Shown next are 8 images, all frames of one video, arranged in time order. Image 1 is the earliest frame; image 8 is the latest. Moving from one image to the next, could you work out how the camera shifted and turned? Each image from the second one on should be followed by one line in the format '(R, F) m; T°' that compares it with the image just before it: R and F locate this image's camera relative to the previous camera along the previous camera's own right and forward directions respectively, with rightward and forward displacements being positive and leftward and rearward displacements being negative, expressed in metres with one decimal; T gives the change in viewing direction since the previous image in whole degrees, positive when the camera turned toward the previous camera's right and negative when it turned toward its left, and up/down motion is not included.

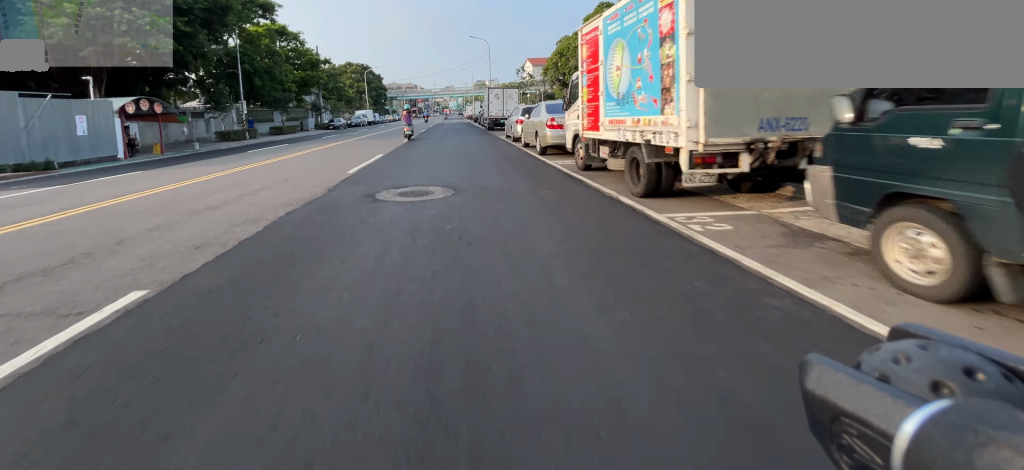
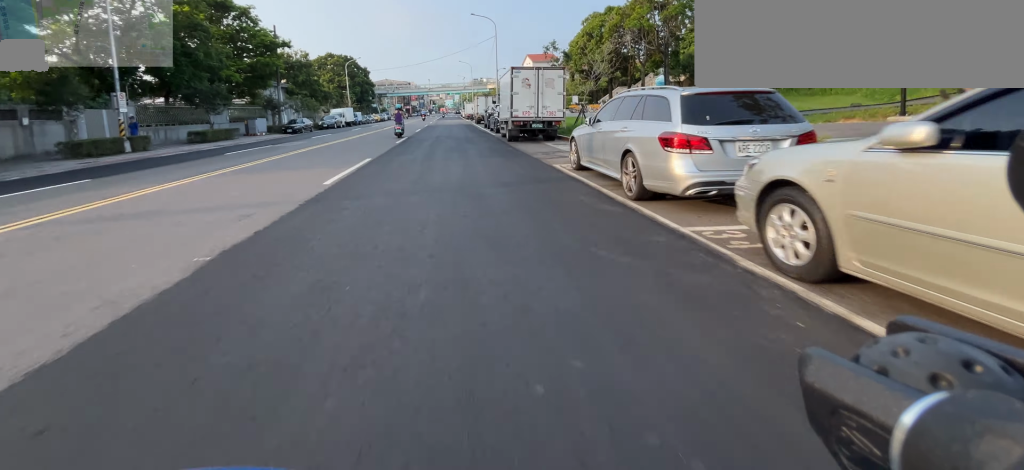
(-0.1, +10.8) m; 0°
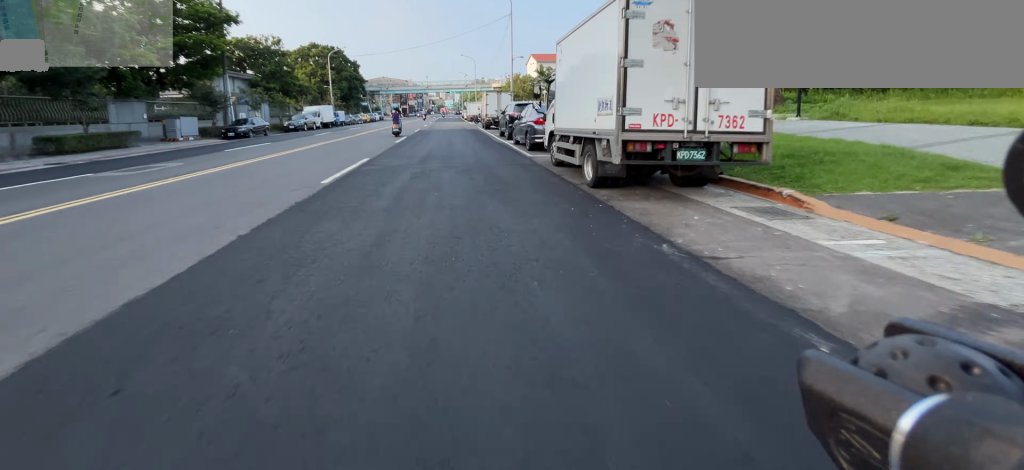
(0.0, +9.3) m; 0°
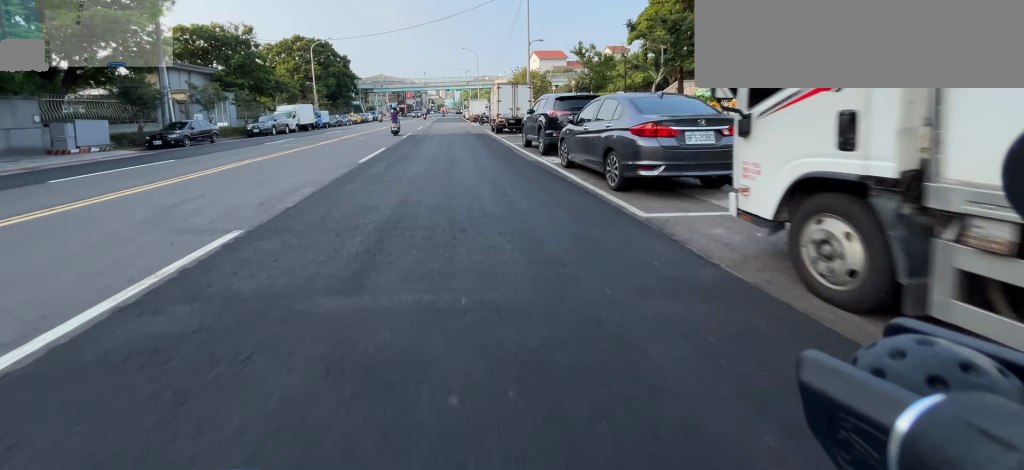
(0.0, +6.2) m; 0°
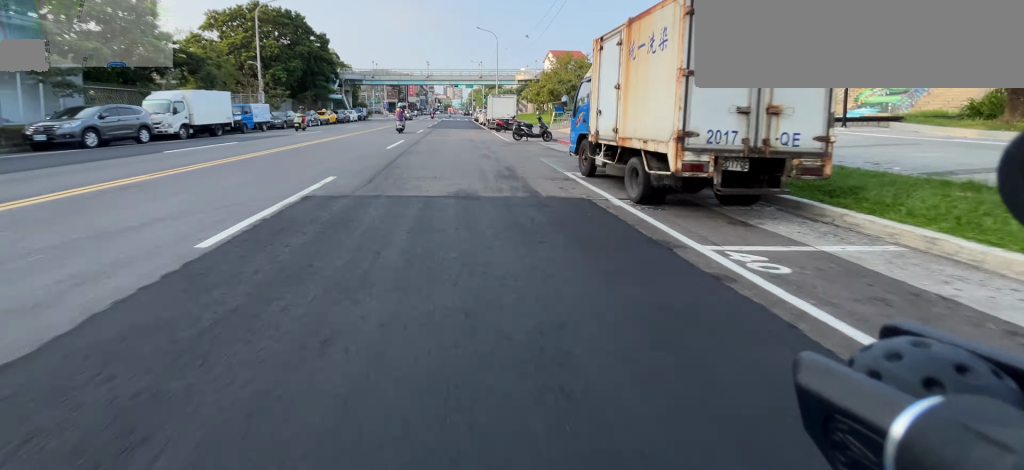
(+0.1, +13.8) m; +1°
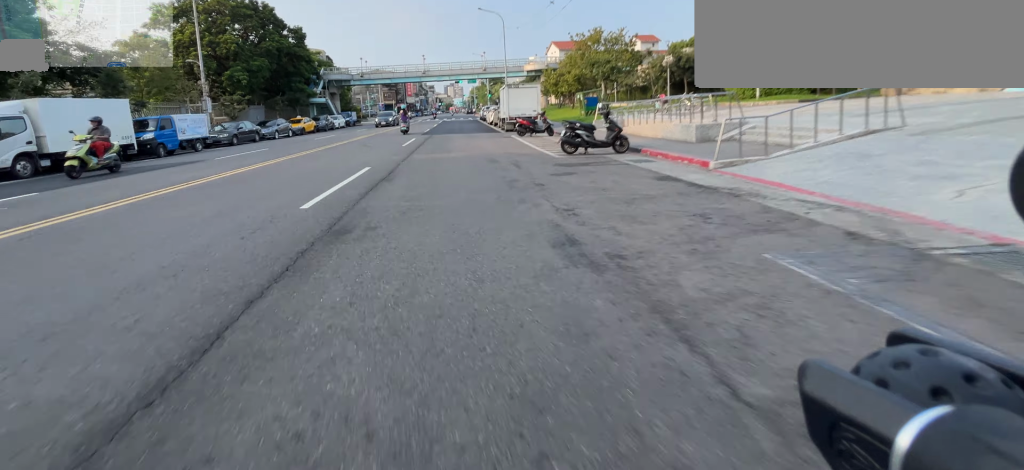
(0.0, +6.6) m; 0°
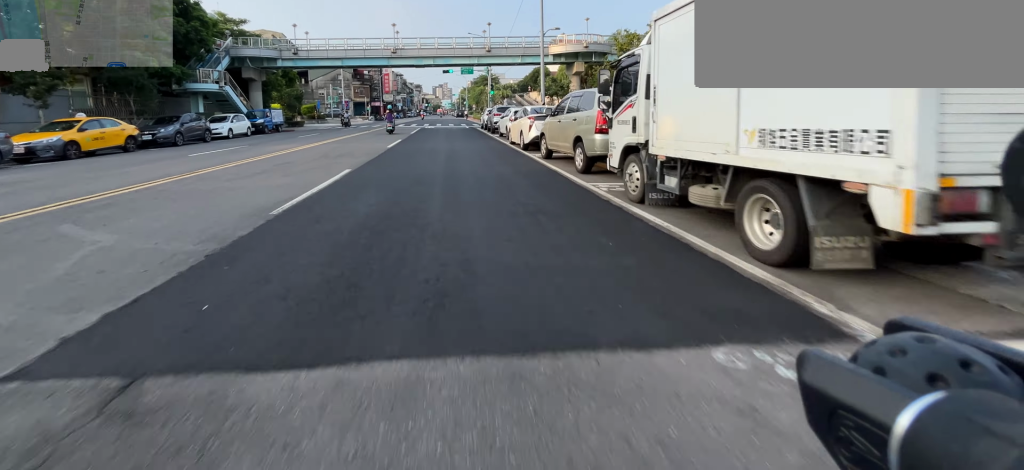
(-0.1, +19.3) m; -1°
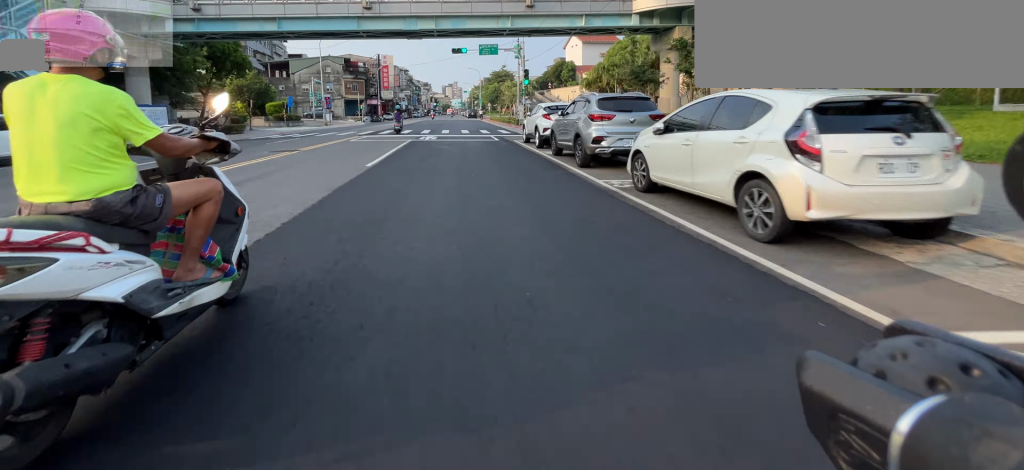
(-0.1, +18.2) m; 0°
